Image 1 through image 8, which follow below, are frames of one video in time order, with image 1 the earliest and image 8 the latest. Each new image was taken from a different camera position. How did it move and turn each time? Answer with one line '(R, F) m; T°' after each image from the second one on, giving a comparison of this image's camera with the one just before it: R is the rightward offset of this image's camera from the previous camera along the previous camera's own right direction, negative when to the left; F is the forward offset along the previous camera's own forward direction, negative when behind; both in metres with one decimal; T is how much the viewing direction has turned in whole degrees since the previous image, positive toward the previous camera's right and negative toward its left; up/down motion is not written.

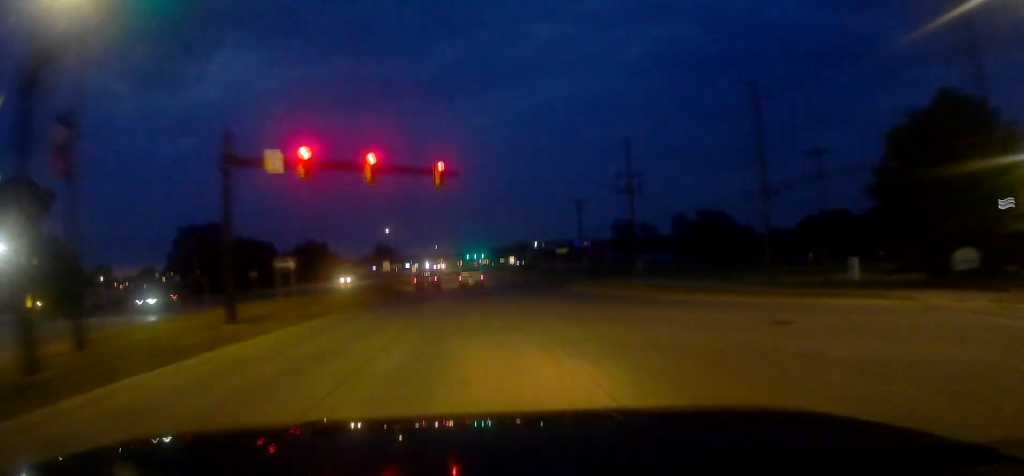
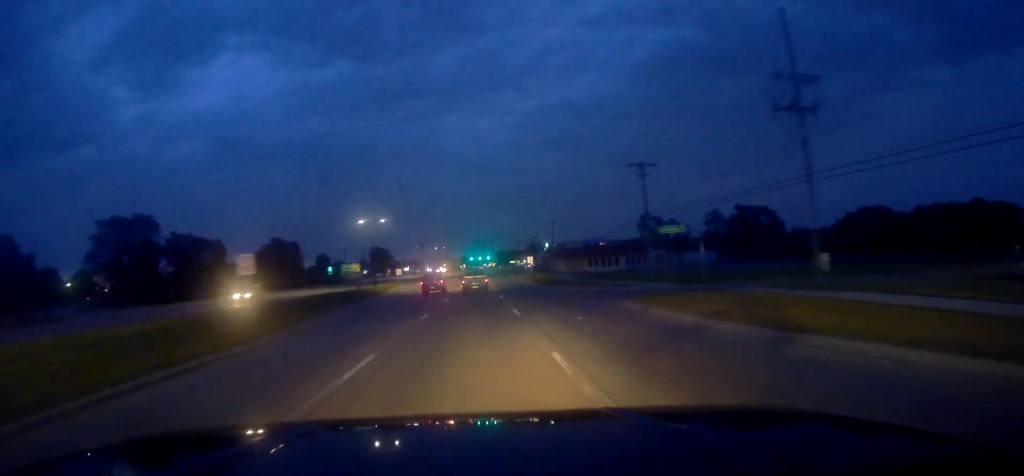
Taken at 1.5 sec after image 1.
(-0.1, +32.8) m; 0°
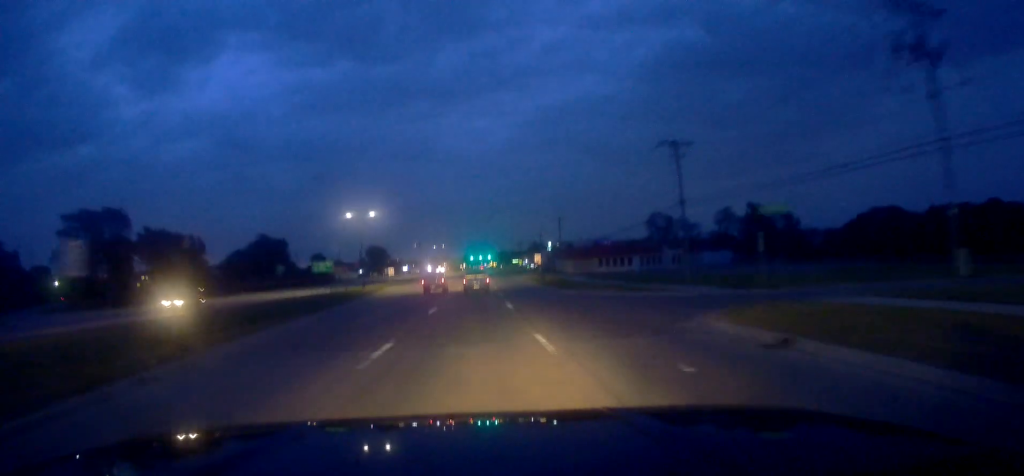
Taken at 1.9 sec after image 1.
(+0.1, +9.9) m; 0°
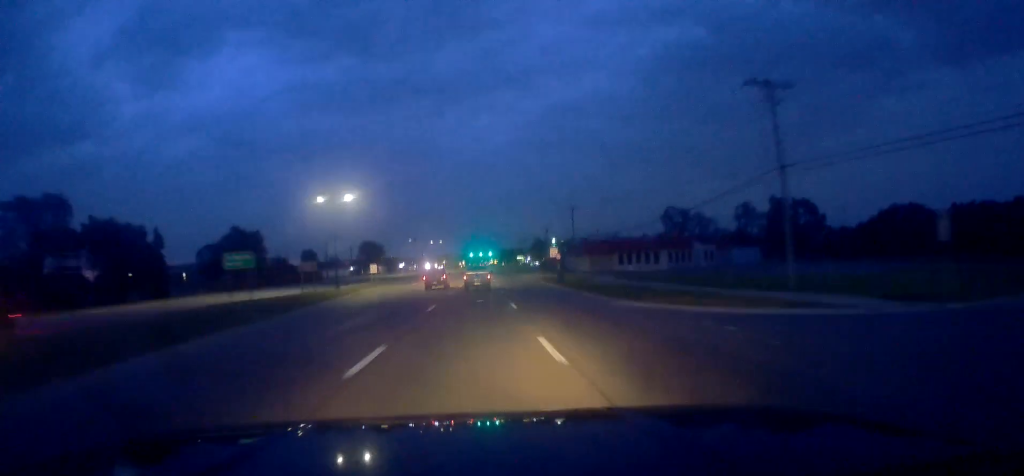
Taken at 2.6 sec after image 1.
(-0.1, +16.1) m; -1°
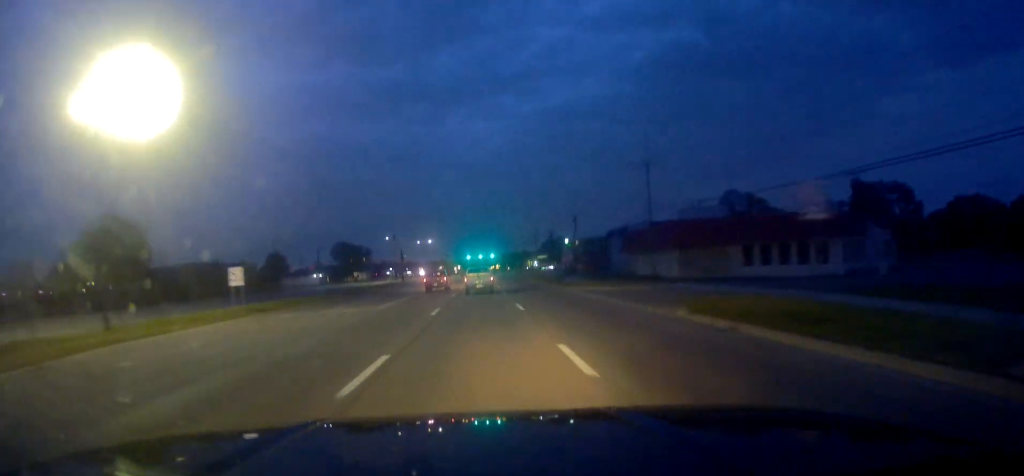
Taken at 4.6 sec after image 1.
(-0.2, +47.1) m; 0°
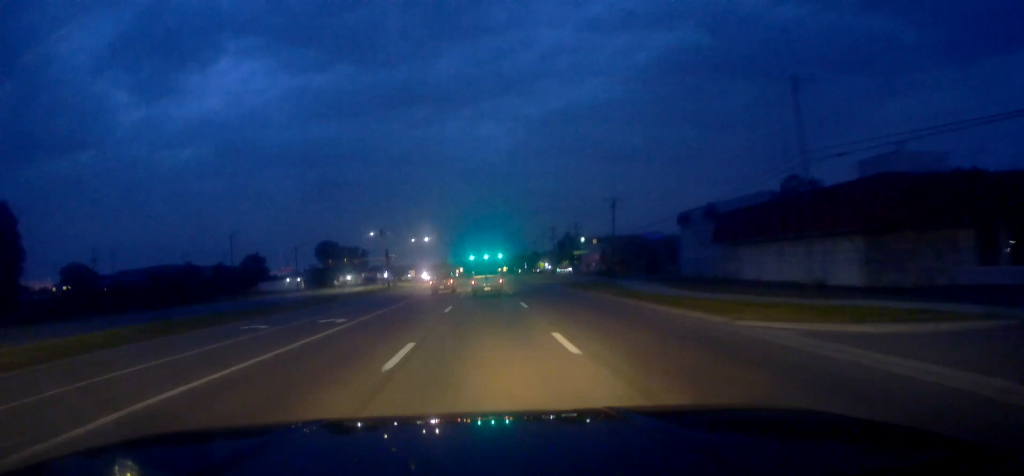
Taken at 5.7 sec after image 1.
(-0.1, +27.4) m; 0°
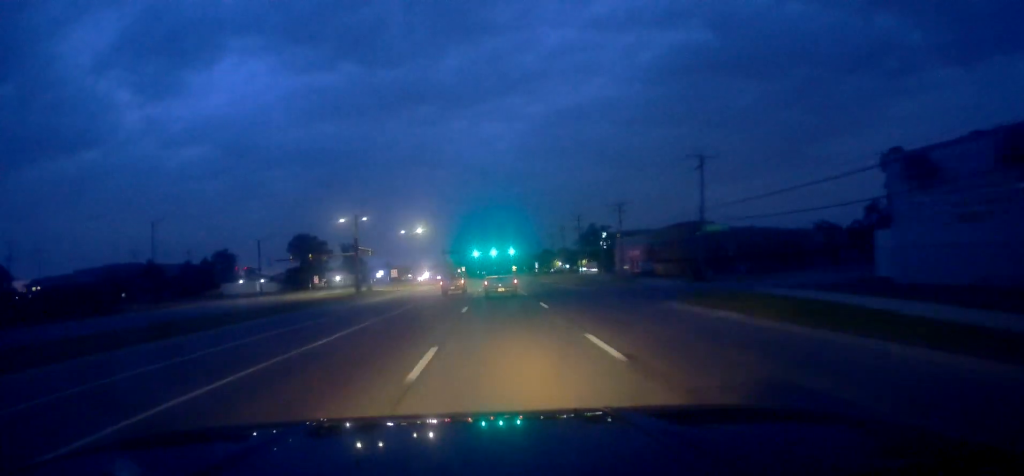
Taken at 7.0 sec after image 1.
(+0.1, +31.2) m; 0°
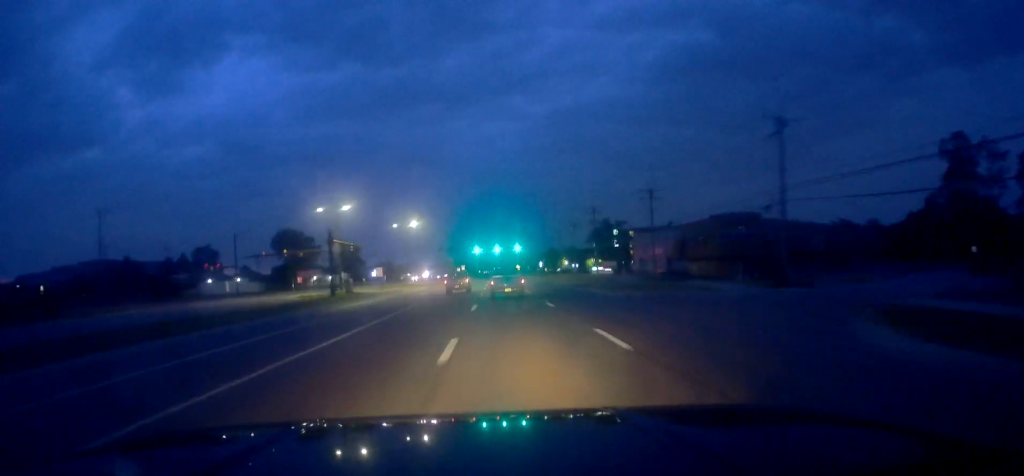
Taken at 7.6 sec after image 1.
(-0.3, +14.1) m; 0°
